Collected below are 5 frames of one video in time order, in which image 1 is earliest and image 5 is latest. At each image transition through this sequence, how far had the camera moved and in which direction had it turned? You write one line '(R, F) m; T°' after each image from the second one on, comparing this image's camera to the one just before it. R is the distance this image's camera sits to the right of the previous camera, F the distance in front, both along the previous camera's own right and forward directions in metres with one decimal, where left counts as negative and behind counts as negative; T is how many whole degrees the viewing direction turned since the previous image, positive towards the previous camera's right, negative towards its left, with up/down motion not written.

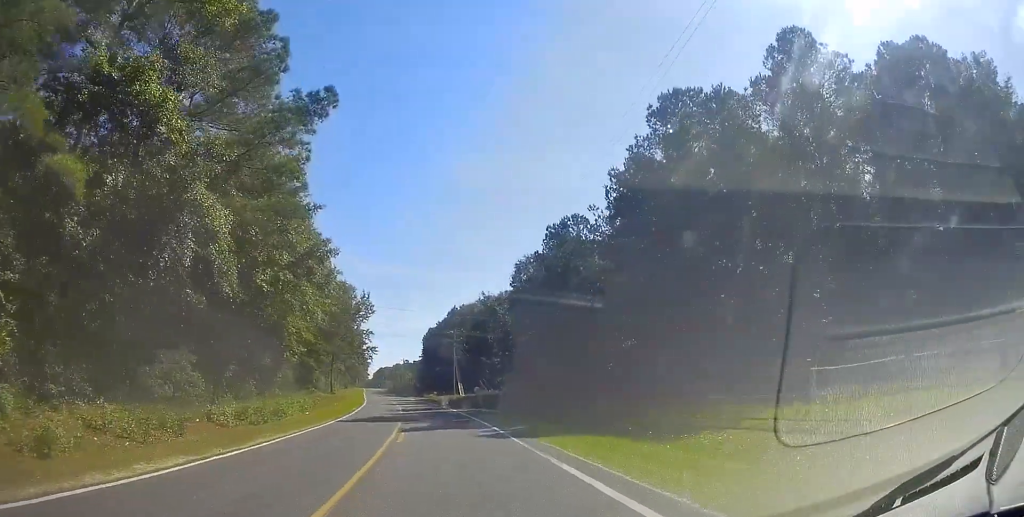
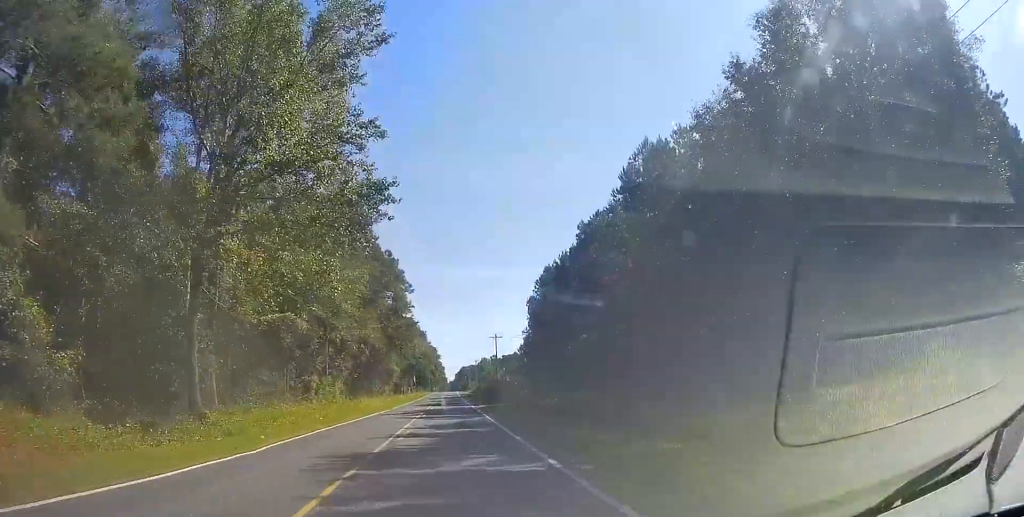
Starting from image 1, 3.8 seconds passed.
(-7.0, +84.7) m; -9°
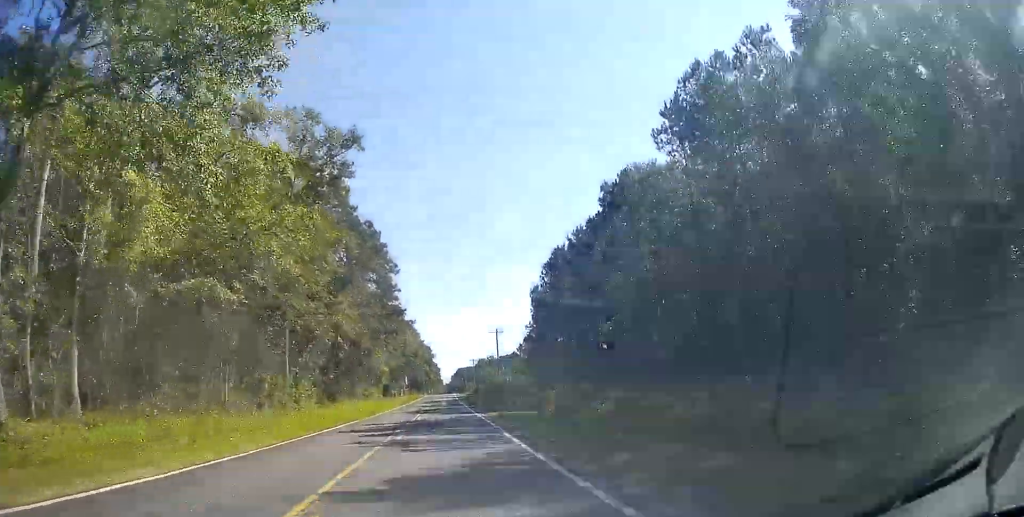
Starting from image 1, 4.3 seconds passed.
(-0.2, +11.9) m; 0°
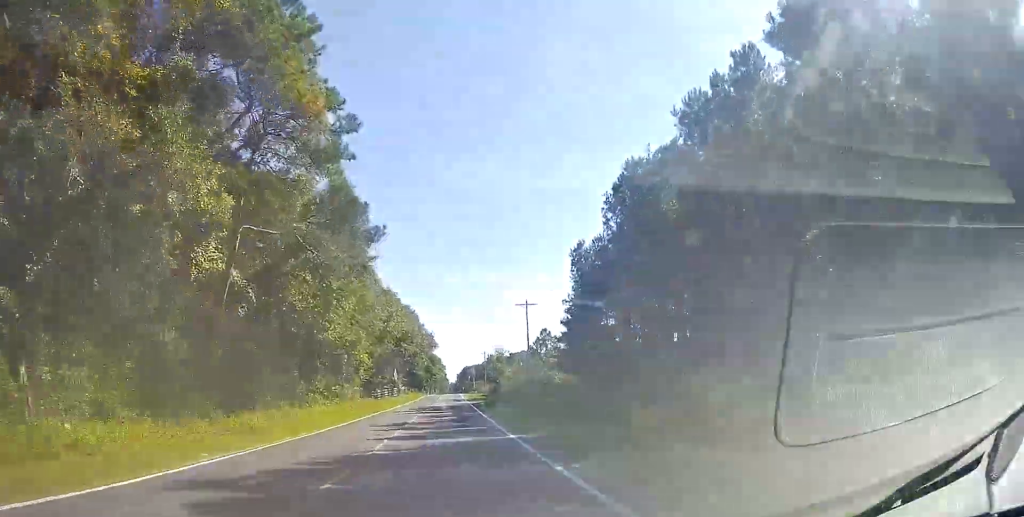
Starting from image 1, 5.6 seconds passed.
(+0.7, +30.8) m; +1°
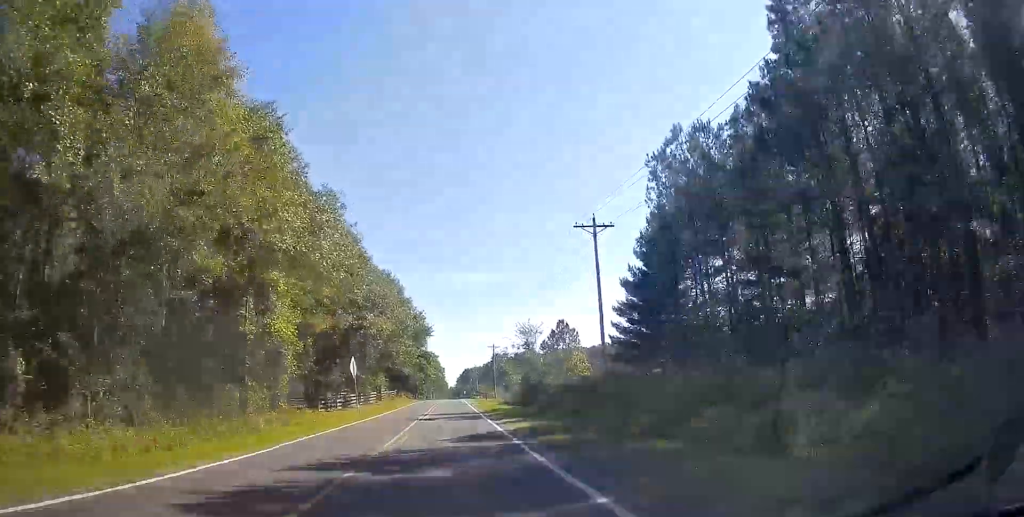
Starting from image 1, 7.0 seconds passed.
(-0.5, +32.2) m; -1°
